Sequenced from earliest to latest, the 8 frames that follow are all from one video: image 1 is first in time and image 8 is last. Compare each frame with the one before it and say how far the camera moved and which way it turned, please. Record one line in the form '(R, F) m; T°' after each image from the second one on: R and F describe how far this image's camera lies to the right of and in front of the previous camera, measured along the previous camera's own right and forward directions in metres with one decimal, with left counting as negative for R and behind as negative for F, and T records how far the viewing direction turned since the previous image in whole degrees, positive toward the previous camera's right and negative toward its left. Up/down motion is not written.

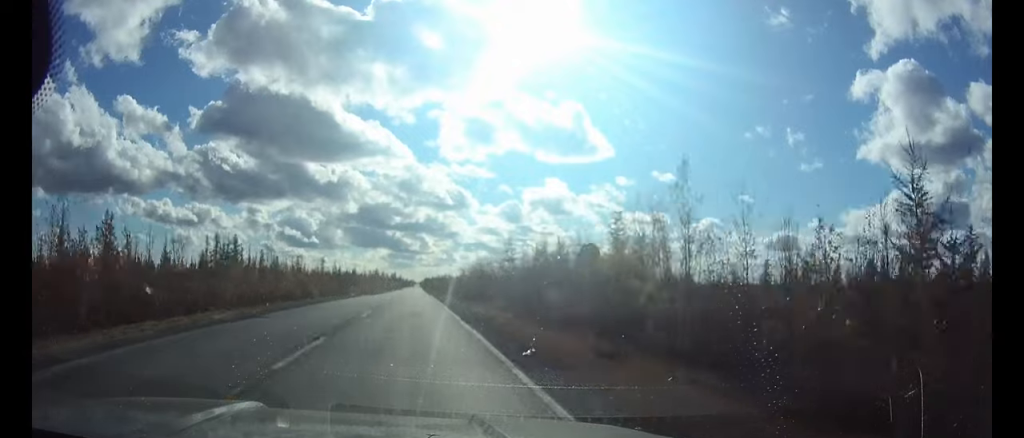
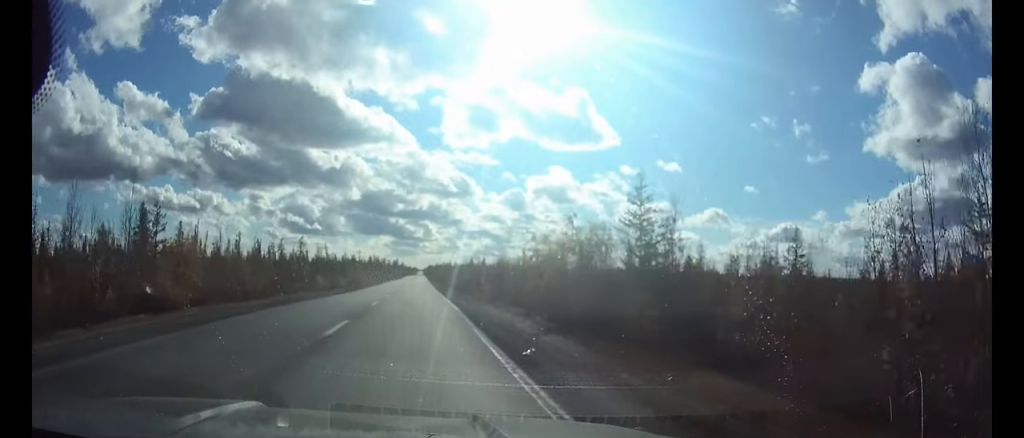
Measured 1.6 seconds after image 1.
(0.0, +32.7) m; 0°
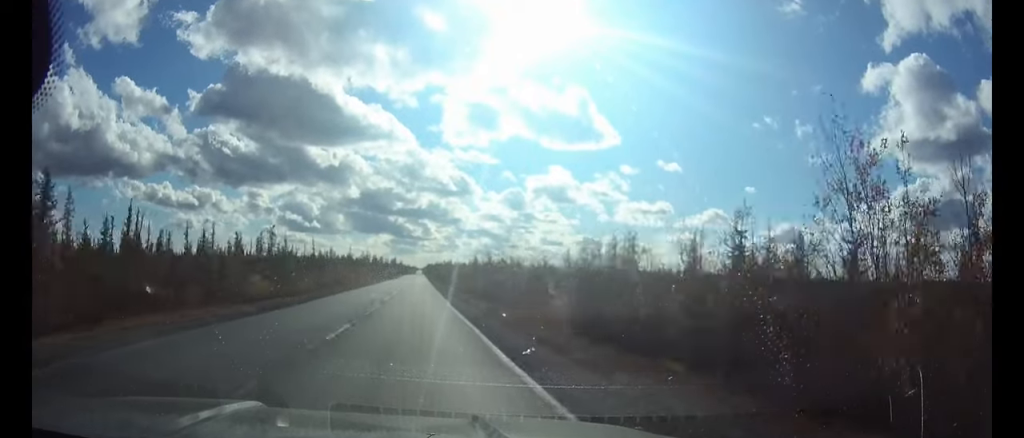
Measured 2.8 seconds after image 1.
(0.0, +24.3) m; 0°
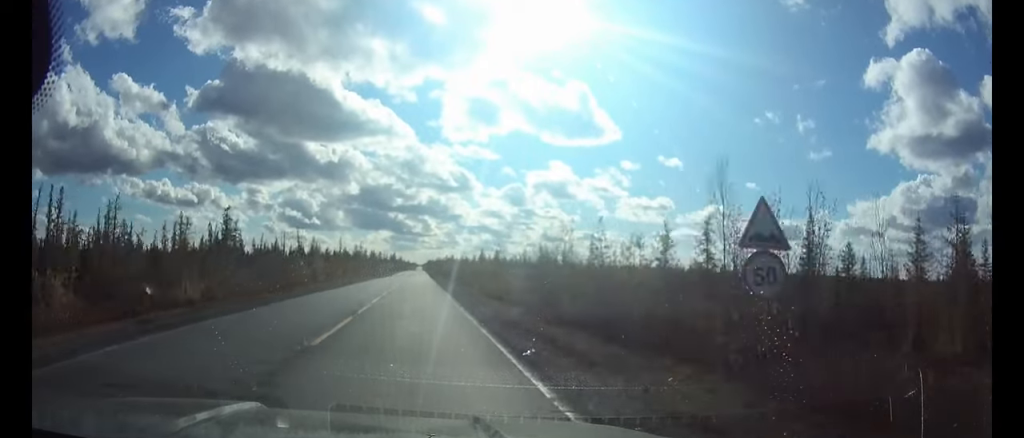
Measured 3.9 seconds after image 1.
(0.0, +25.5) m; 0°
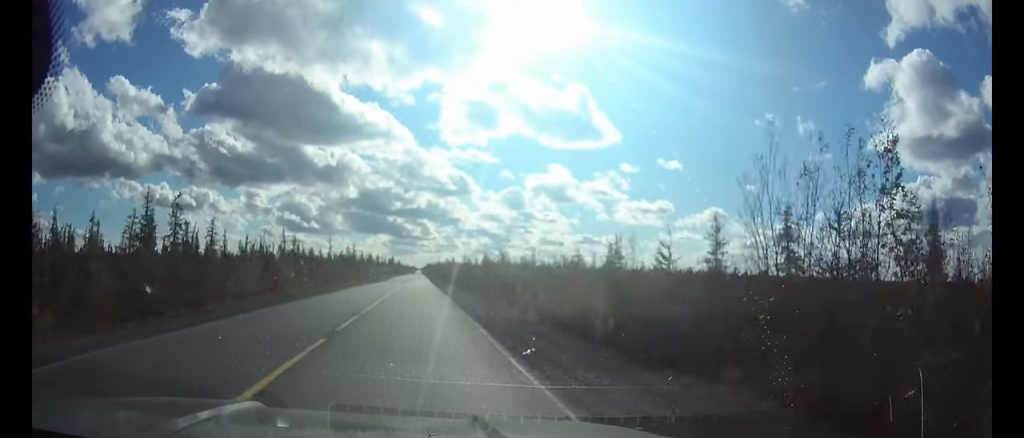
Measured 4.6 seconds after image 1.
(0.0, +16.0) m; 0°
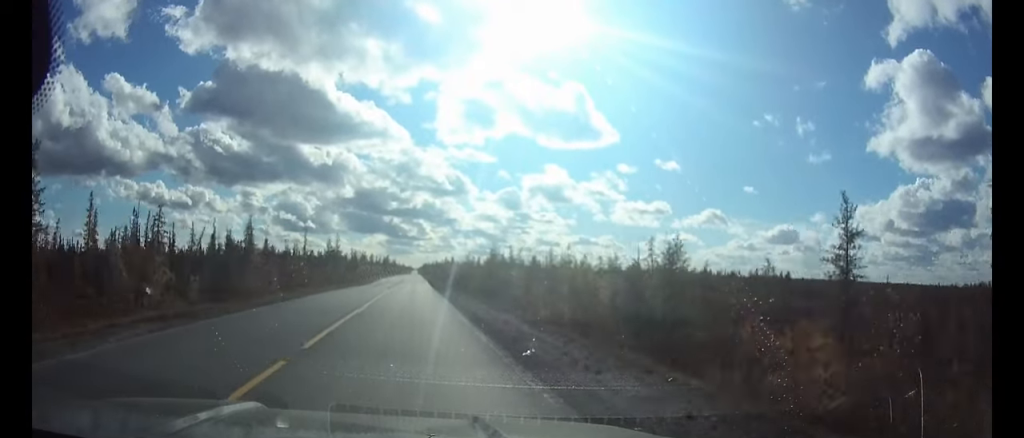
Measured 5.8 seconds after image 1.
(0.0, +25.0) m; 0°
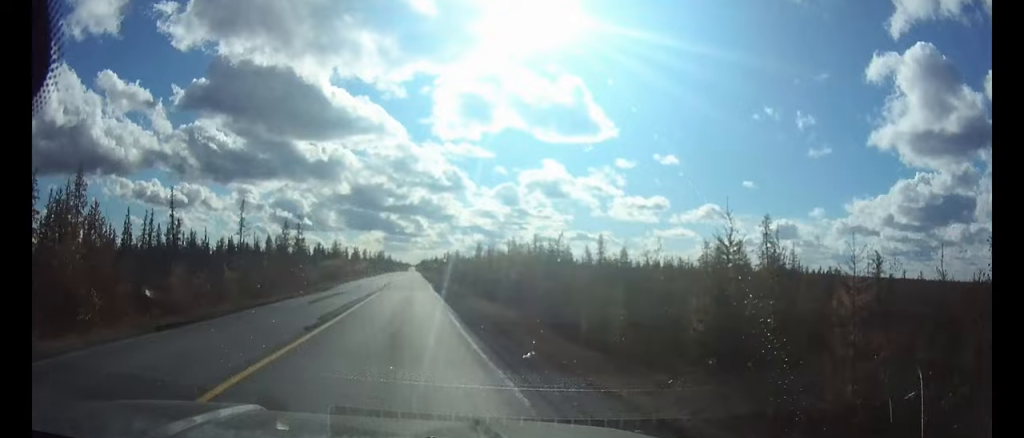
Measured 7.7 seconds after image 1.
(+0.1, +36.8) m; 0°
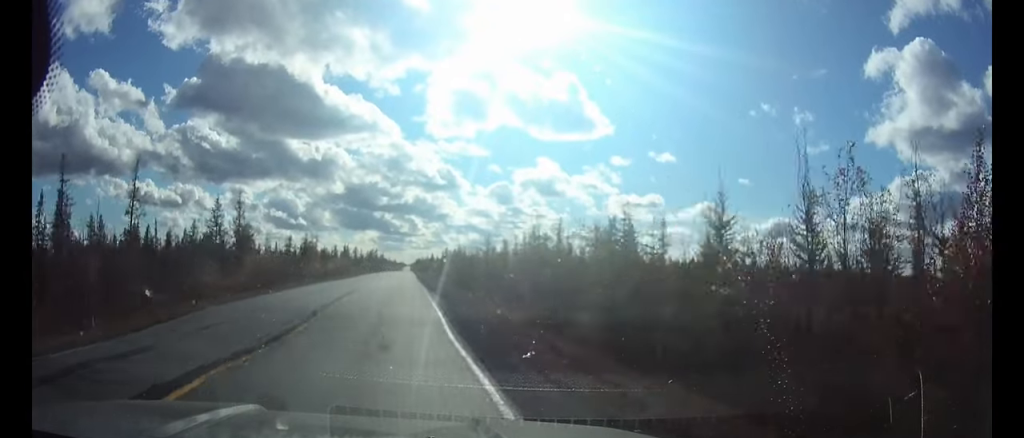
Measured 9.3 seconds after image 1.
(+0.1, +28.8) m; 0°
